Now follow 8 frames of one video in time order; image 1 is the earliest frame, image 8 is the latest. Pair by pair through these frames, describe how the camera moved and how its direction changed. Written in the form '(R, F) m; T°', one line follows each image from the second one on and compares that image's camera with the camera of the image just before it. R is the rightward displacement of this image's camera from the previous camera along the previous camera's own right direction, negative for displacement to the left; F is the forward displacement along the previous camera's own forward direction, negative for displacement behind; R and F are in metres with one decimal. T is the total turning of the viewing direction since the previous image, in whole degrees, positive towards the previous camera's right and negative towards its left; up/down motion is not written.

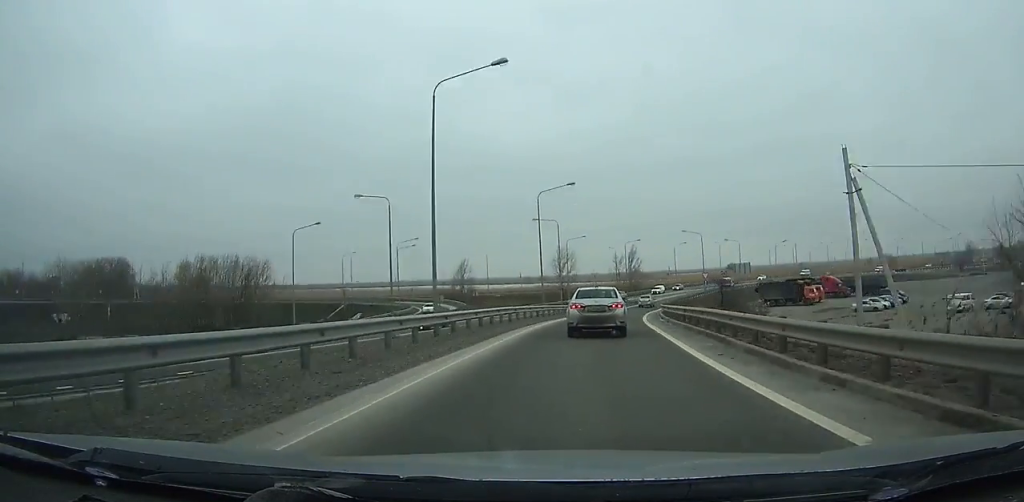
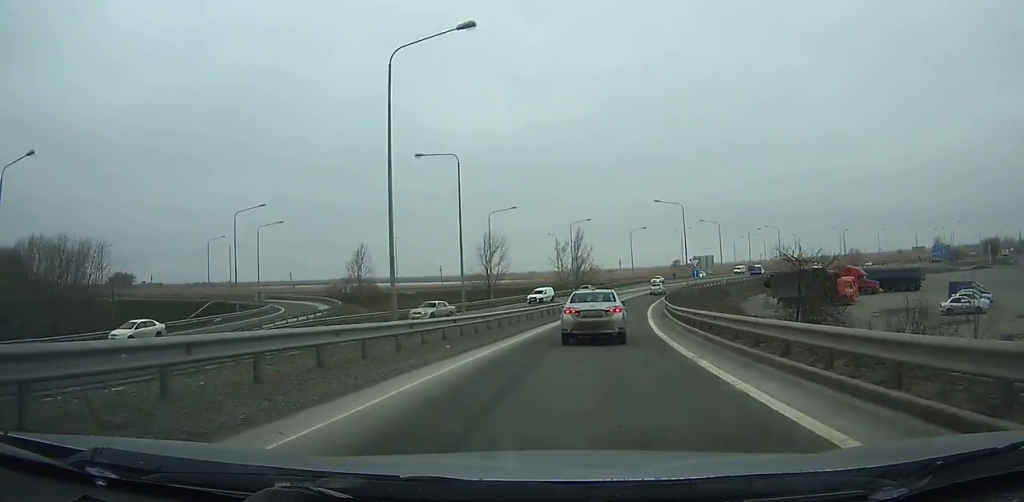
(+2.6, +29.5) m; +6°
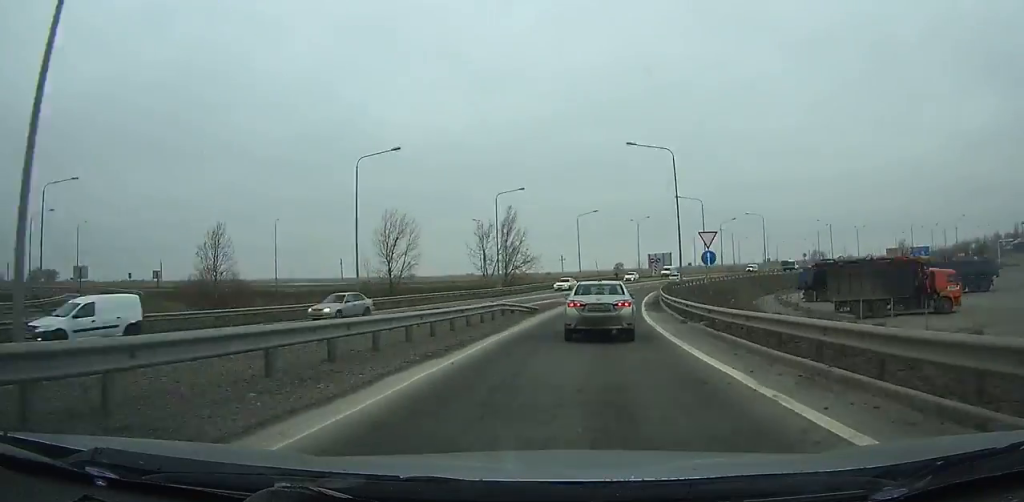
(+0.5, +26.2) m; +6°
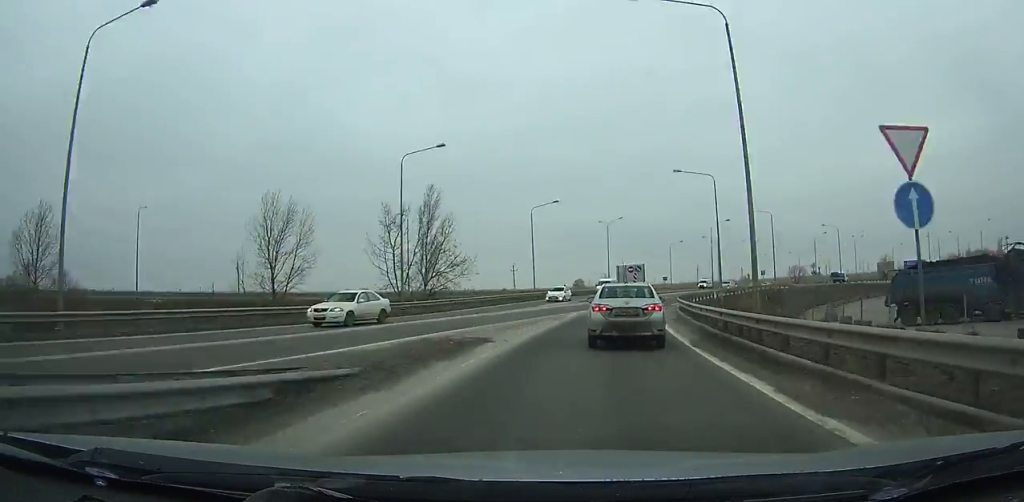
(+1.5, +22.2) m; +7°
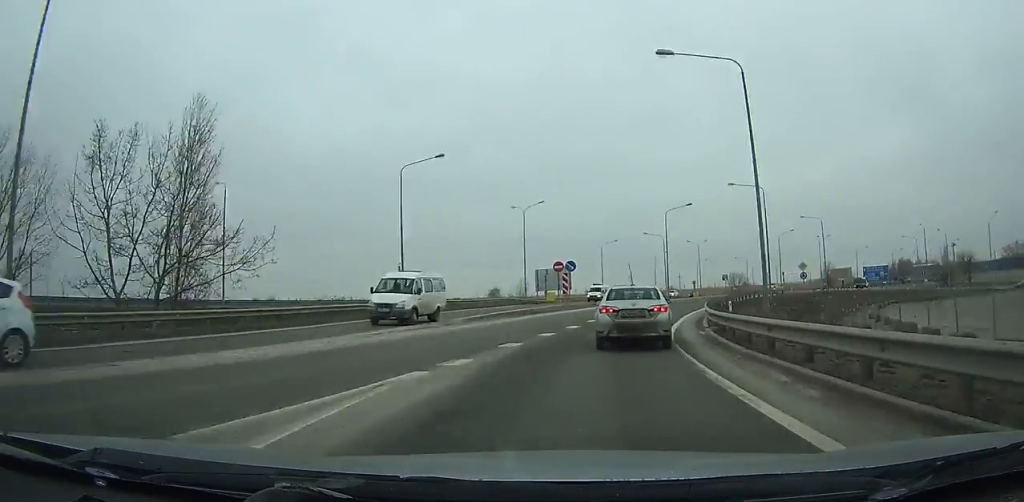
(+0.5, +26.7) m; +9°
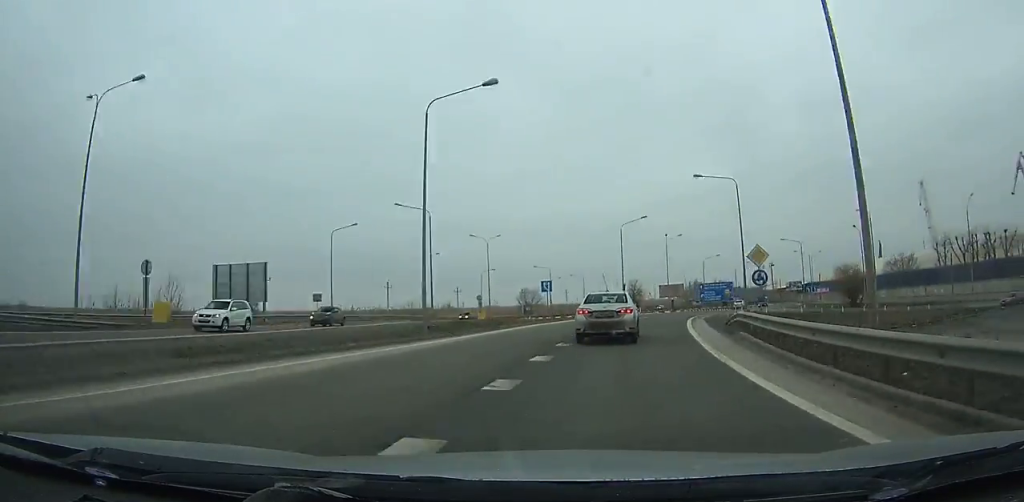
(+8.2, +47.0) m; +20°
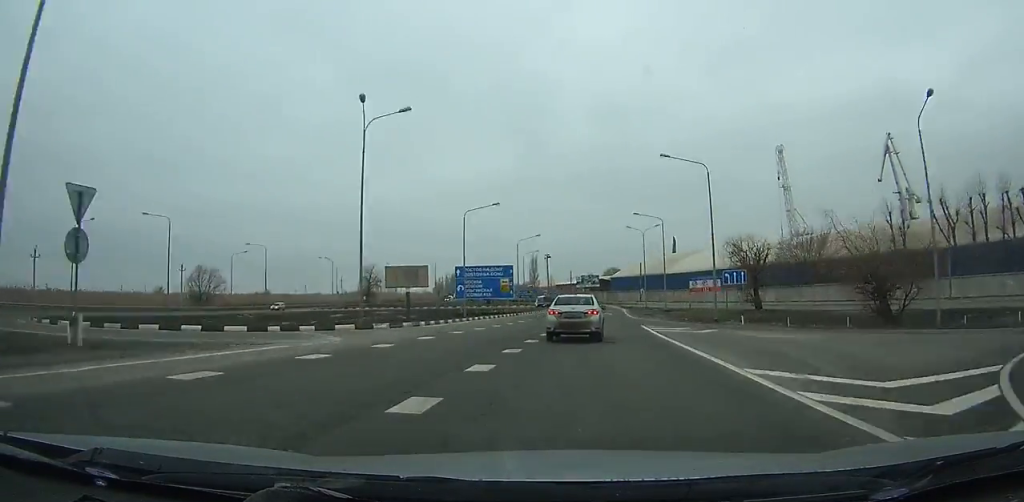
(+13.3, +59.5) m; +16°
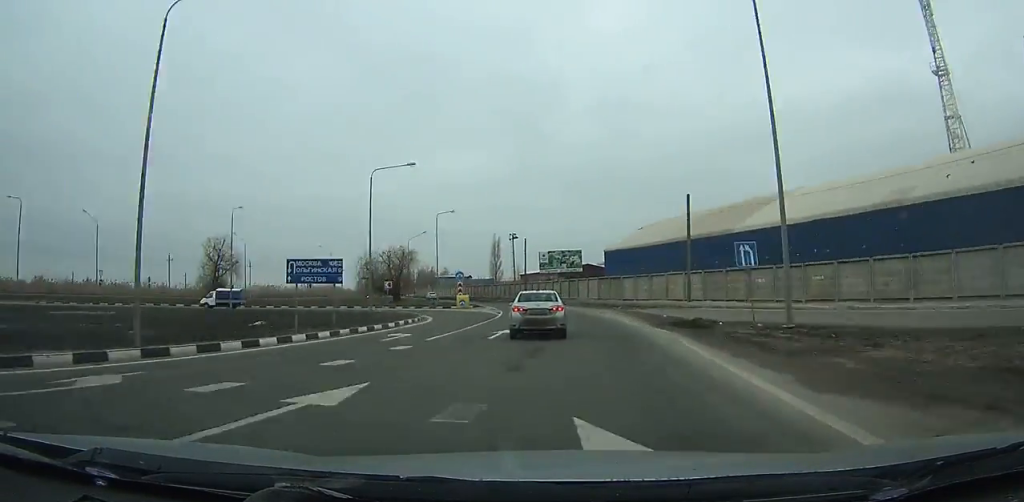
(+2.1, +69.4) m; -5°
